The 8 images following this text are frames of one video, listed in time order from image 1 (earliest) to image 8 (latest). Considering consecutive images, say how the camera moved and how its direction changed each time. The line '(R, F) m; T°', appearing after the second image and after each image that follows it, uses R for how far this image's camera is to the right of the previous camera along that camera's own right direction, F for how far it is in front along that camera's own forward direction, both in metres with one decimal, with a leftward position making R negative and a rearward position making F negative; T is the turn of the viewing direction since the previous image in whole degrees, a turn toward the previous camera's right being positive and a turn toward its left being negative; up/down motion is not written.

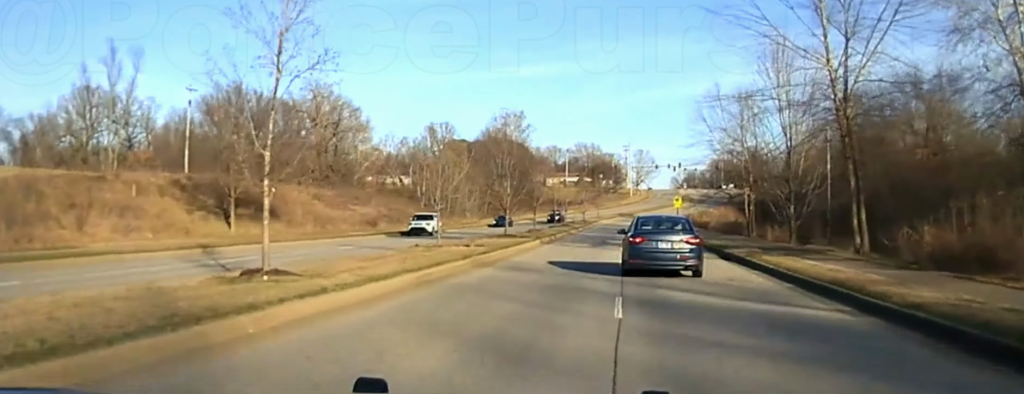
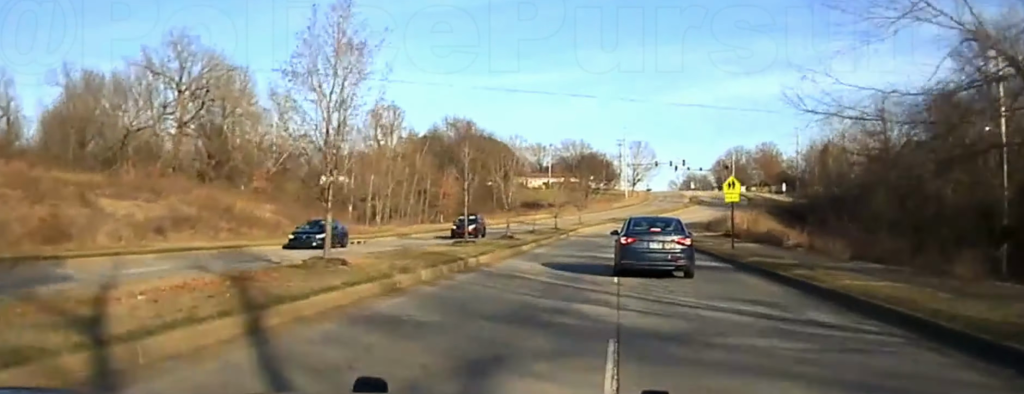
(+0.1, +46.7) m; +1°
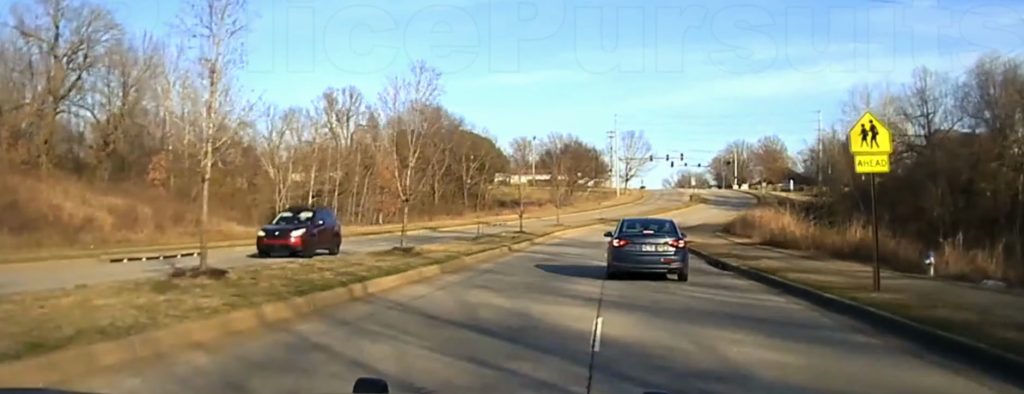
(+0.3, +20.2) m; +1°
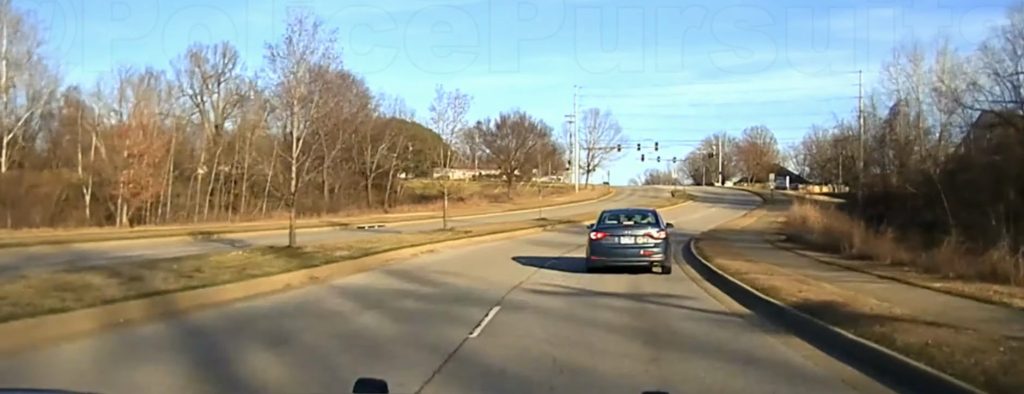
(+0.3, +33.4) m; +1°
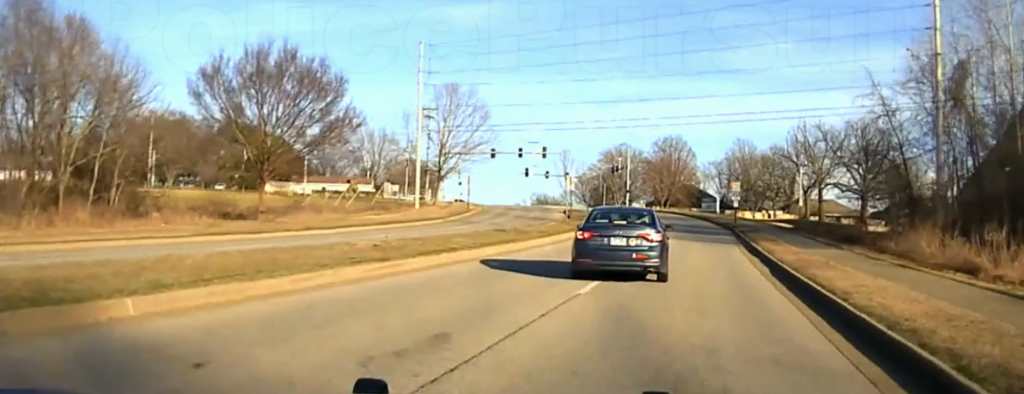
(+0.6, +35.8) m; +4°
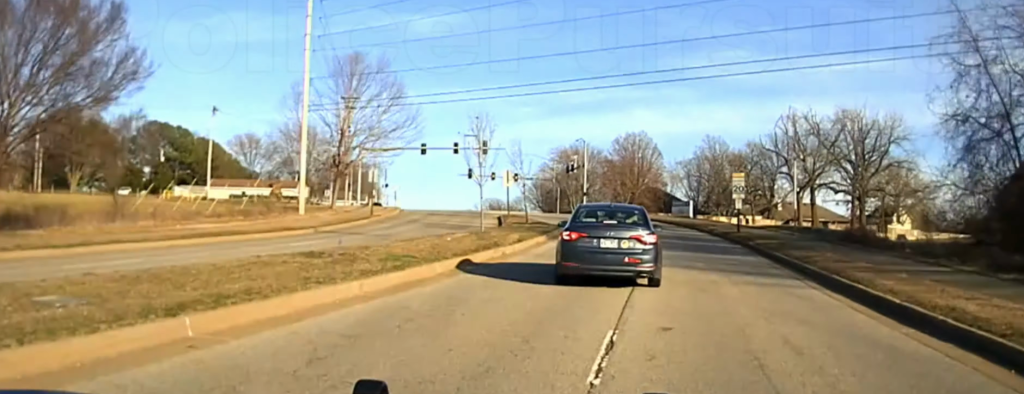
(+0.2, +14.2) m; +2°
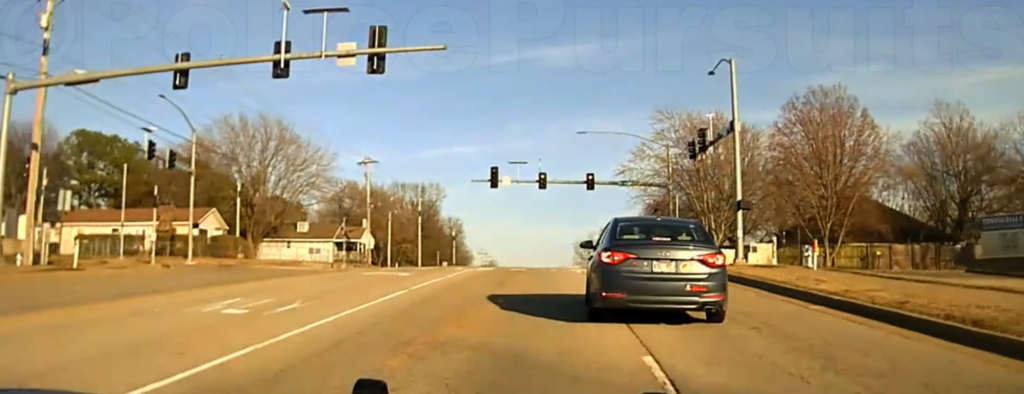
(+3.5, +78.0) m; -1°
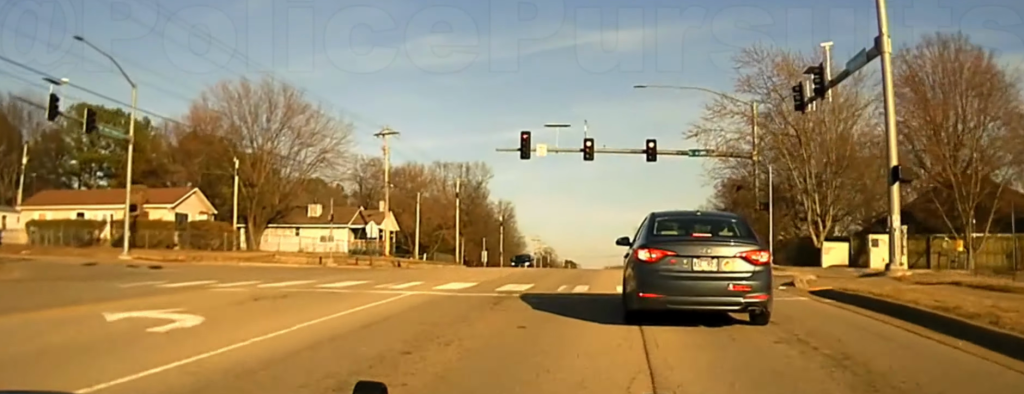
(-1.1, +20.9) m; -4°
